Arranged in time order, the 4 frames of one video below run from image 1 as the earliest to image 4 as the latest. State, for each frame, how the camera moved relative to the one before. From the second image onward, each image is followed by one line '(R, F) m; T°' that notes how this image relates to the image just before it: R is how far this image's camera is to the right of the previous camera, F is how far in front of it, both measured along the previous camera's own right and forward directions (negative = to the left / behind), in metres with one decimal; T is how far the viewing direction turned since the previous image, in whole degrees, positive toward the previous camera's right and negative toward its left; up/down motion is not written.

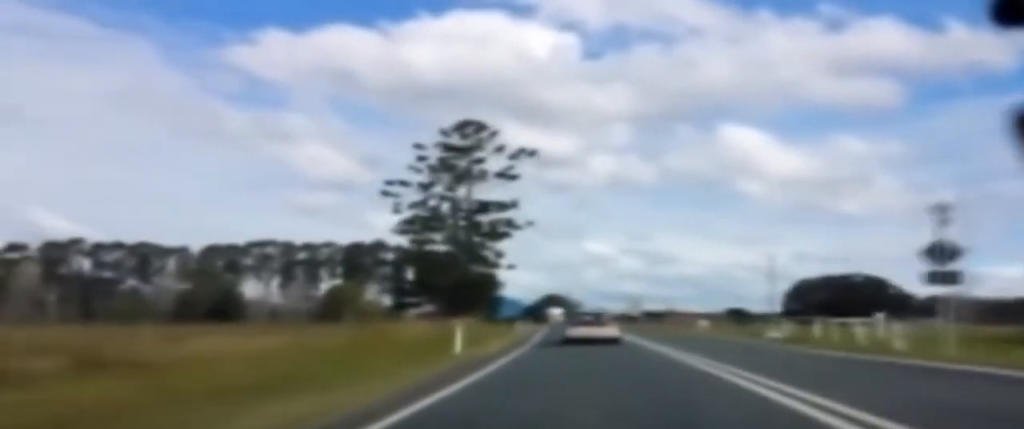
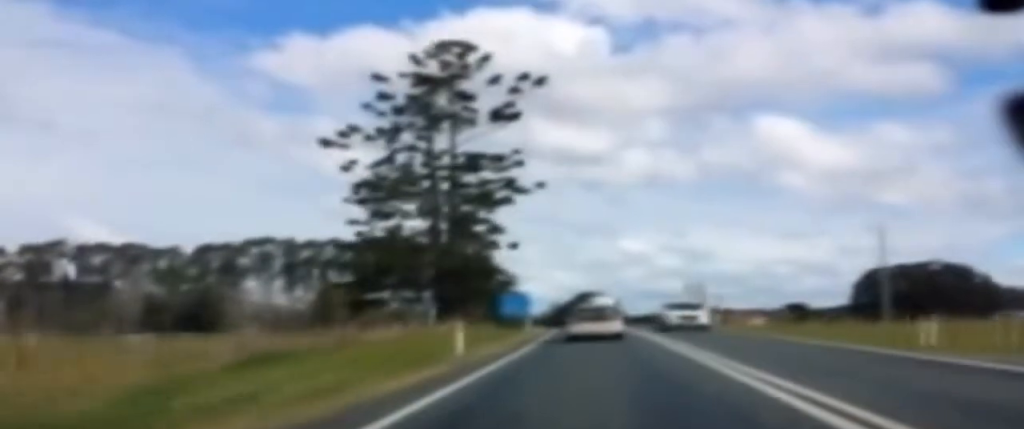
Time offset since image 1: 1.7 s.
(-1.4, +32.8) m; -5°
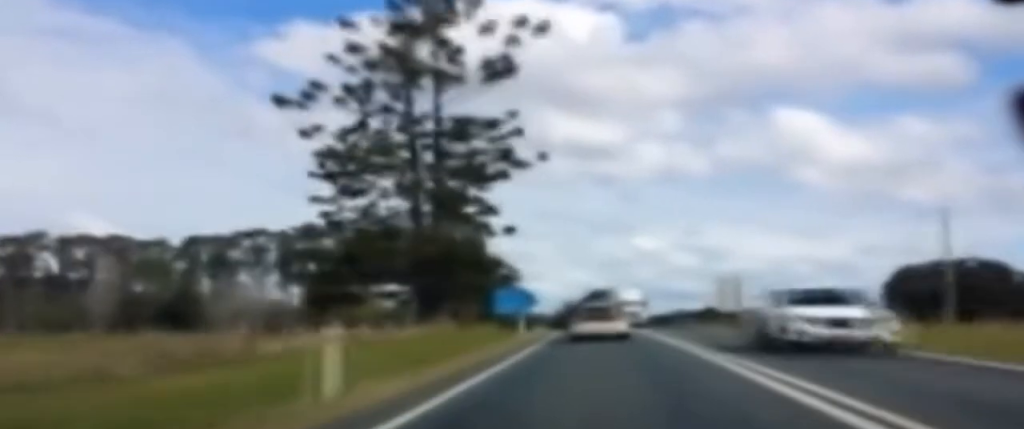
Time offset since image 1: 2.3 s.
(-0.3, +11.6) m; -1°
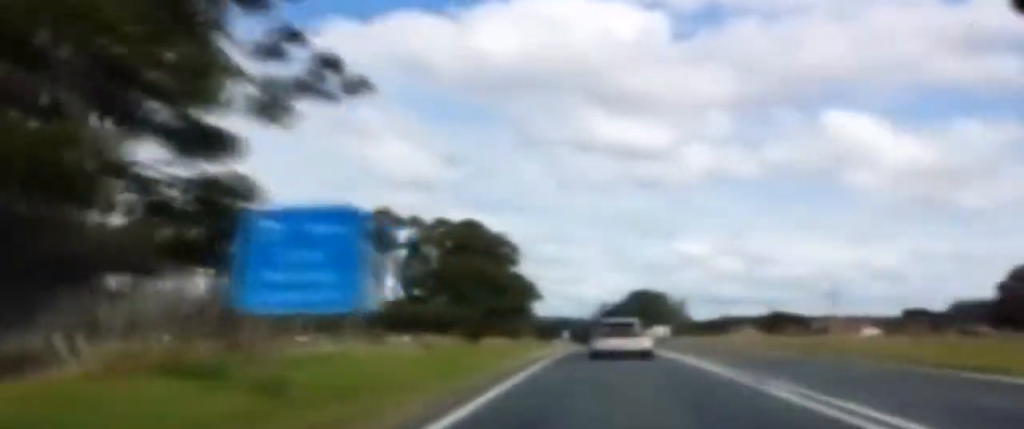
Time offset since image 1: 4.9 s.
(-0.3, +49.6) m; -2°
